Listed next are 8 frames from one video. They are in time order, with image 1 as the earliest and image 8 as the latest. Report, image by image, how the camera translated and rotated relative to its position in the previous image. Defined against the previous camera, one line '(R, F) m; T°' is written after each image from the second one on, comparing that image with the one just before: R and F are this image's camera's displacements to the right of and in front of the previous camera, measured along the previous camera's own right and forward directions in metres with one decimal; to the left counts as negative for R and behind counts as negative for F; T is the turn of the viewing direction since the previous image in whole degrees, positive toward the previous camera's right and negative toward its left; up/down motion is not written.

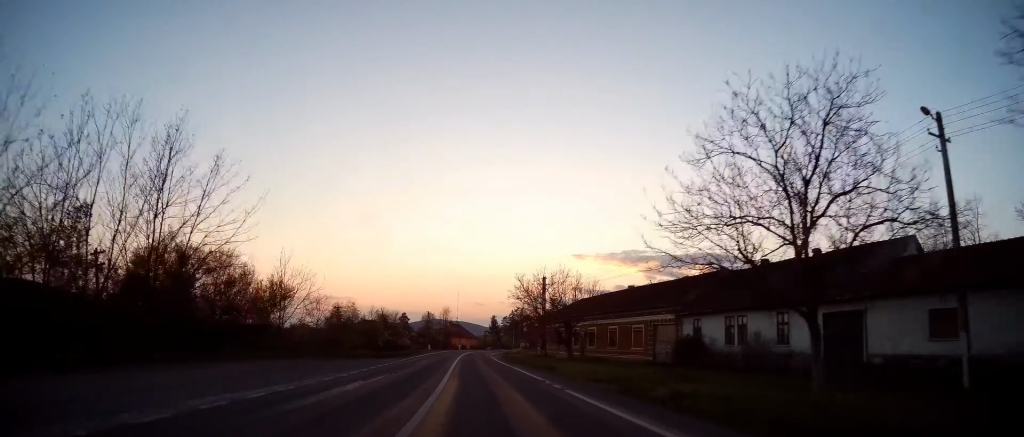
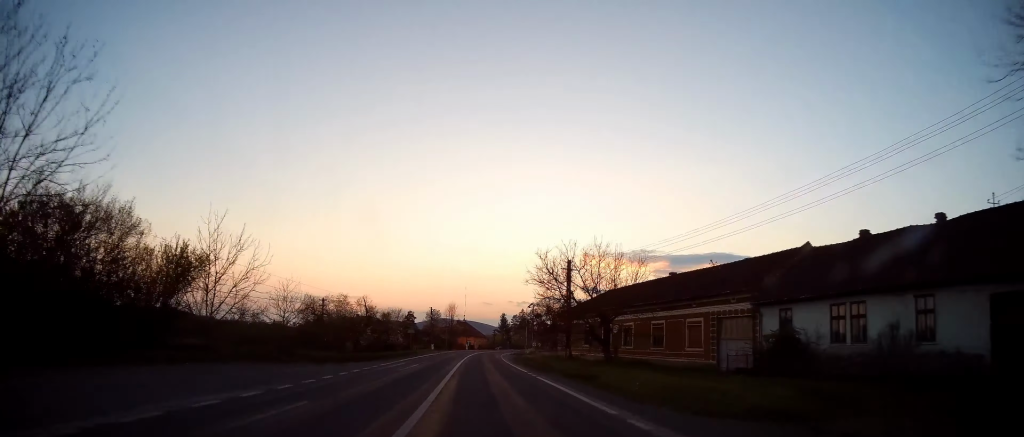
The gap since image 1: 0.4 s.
(0.0, +10.3) m; -2°
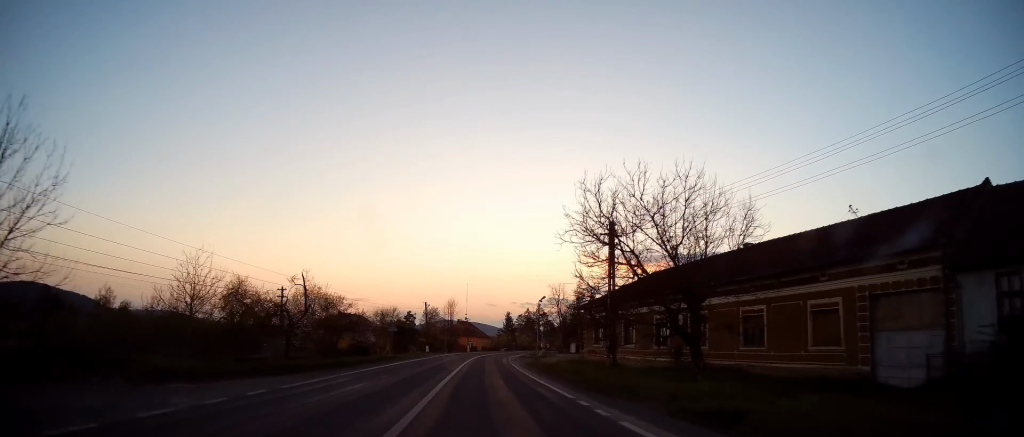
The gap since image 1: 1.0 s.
(-0.3, +13.5) m; -1°
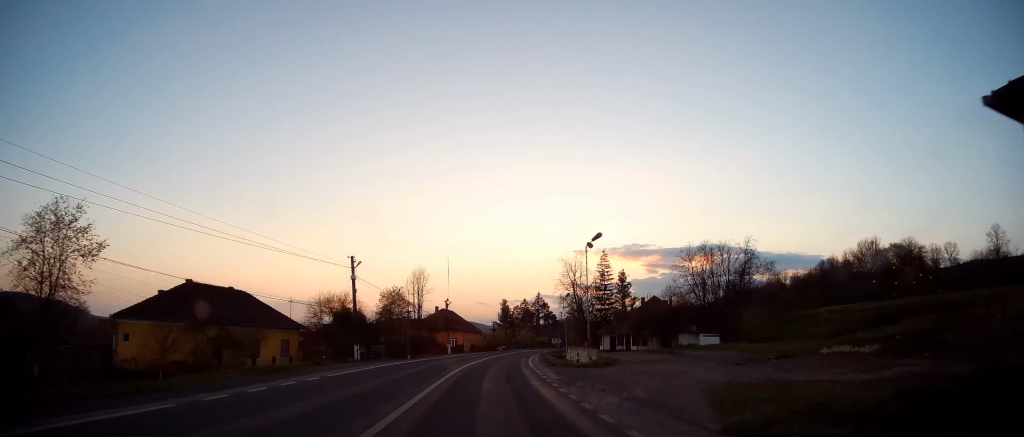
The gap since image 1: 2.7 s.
(-0.5, +39.5) m; -1°
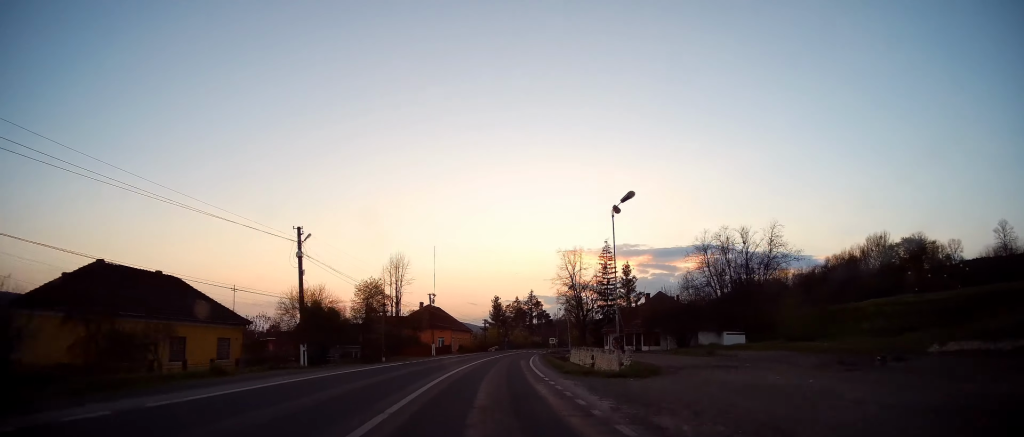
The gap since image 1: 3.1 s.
(-0.2, +9.5) m; +1°
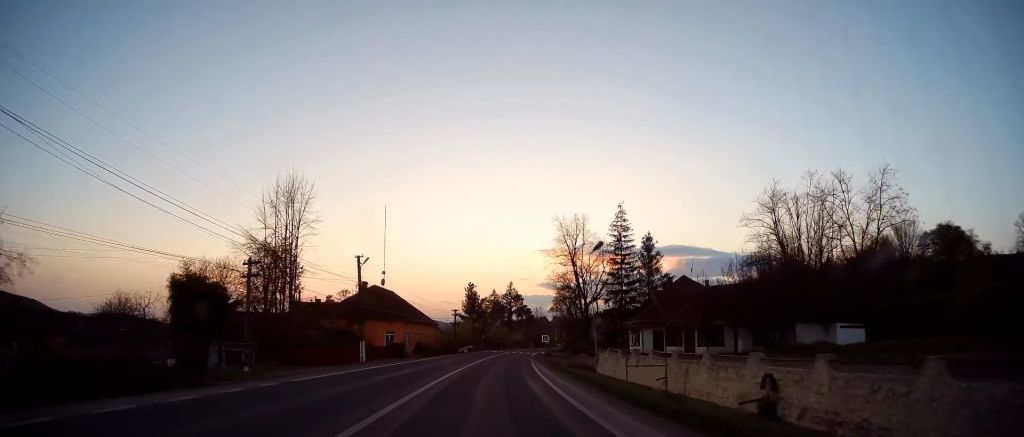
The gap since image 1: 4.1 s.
(+0.2, +25.3) m; +2°
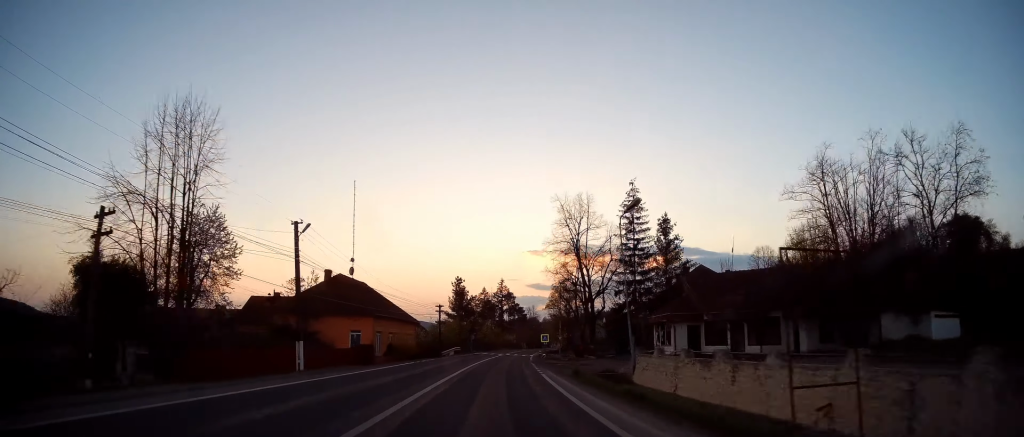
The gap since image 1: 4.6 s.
(+0.3, +10.3) m; +1°
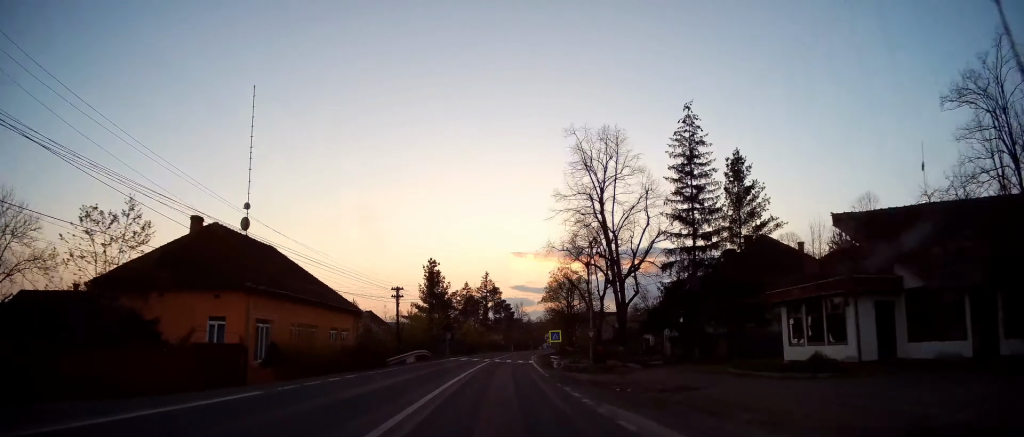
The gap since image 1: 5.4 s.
(+0.1, +20.8) m; +2°
